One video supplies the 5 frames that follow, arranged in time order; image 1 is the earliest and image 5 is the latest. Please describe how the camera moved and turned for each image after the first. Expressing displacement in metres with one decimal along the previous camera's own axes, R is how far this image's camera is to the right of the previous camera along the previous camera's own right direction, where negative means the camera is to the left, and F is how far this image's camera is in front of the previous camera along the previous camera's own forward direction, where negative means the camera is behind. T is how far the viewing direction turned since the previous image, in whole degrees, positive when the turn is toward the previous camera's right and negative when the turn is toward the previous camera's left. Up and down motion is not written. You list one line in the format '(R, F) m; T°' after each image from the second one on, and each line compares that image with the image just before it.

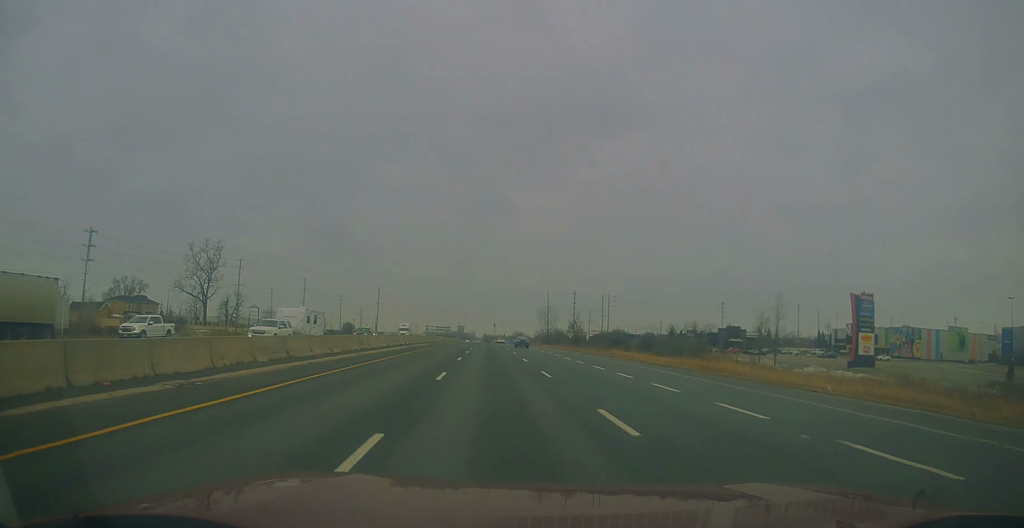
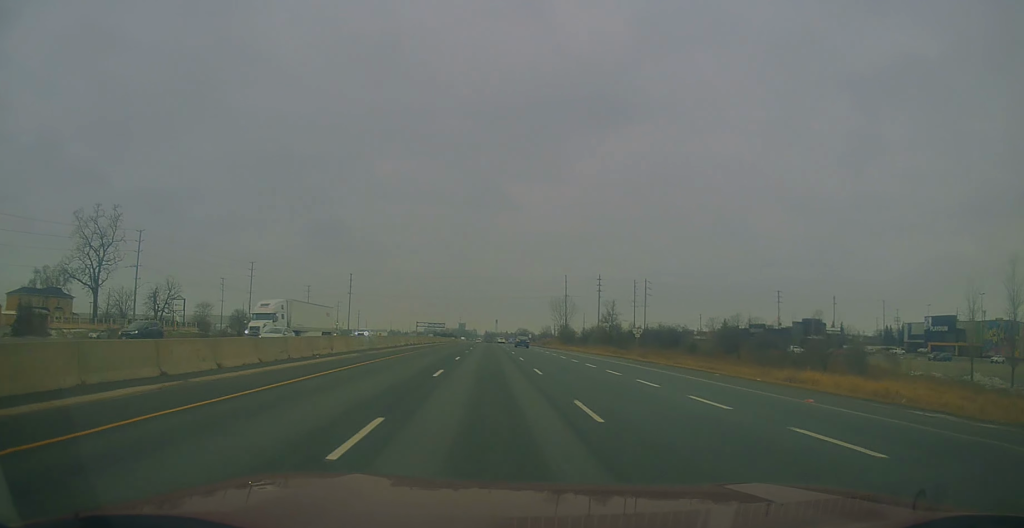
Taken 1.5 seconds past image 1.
(-0.7, +47.5) m; -1°
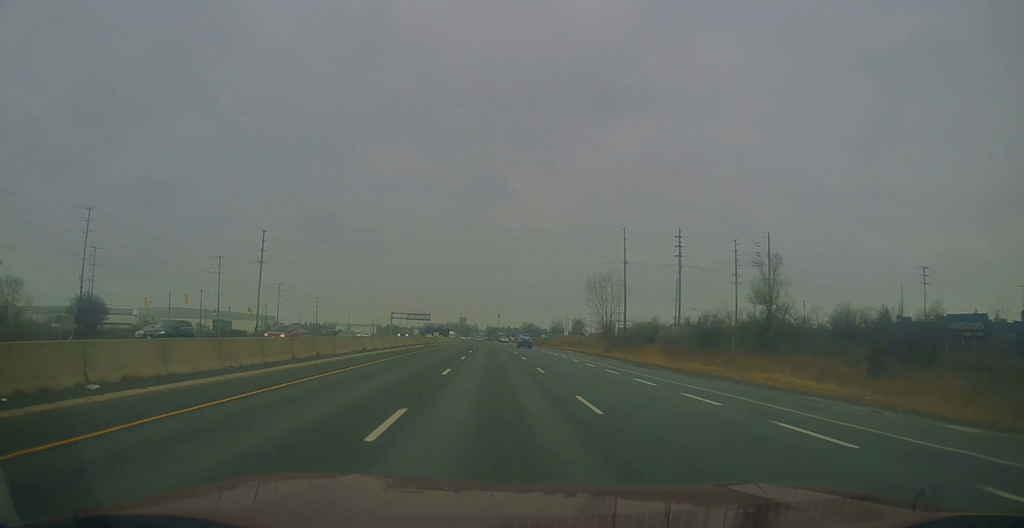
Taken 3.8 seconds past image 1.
(+1.1, +72.2) m; +1°
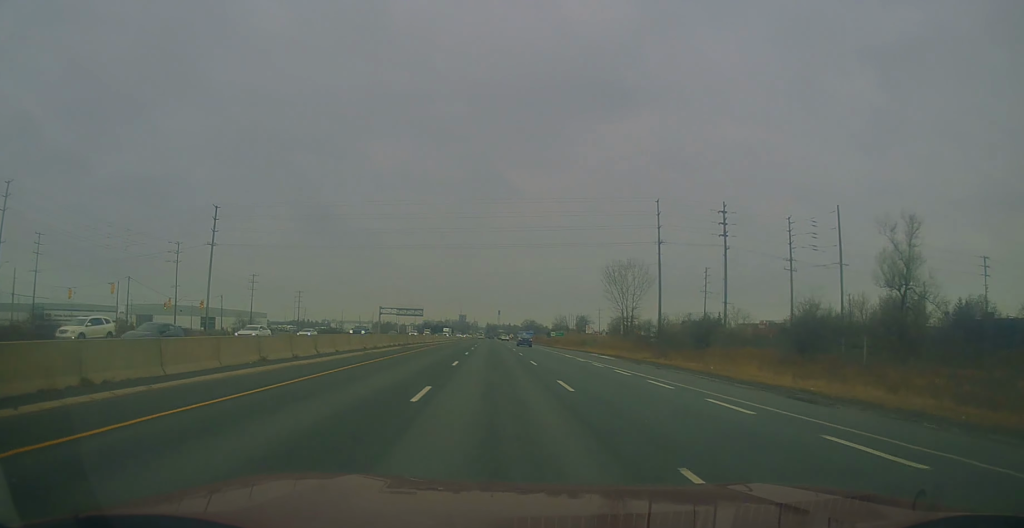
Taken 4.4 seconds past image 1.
(-0.3, +20.3) m; -1°
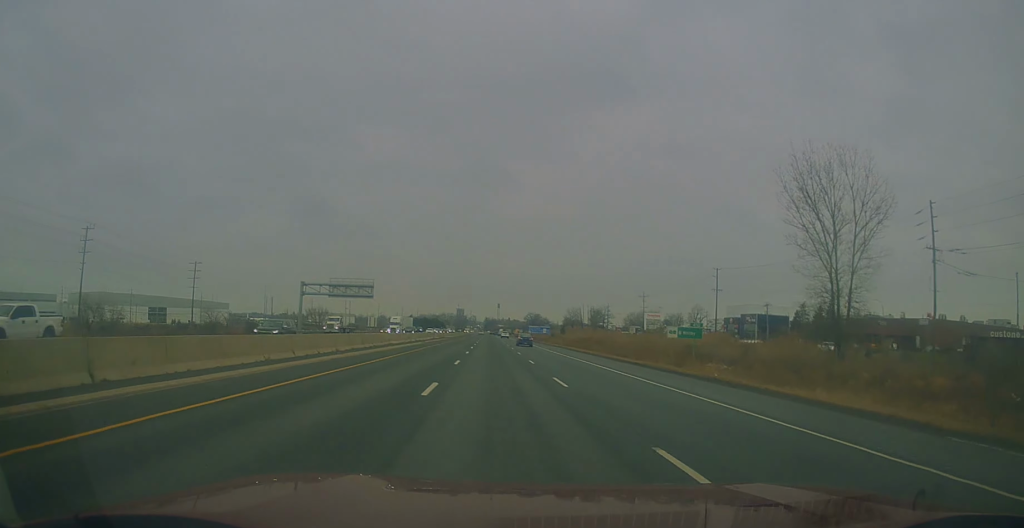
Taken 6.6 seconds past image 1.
(+0.3, +71.8) m; 0°
